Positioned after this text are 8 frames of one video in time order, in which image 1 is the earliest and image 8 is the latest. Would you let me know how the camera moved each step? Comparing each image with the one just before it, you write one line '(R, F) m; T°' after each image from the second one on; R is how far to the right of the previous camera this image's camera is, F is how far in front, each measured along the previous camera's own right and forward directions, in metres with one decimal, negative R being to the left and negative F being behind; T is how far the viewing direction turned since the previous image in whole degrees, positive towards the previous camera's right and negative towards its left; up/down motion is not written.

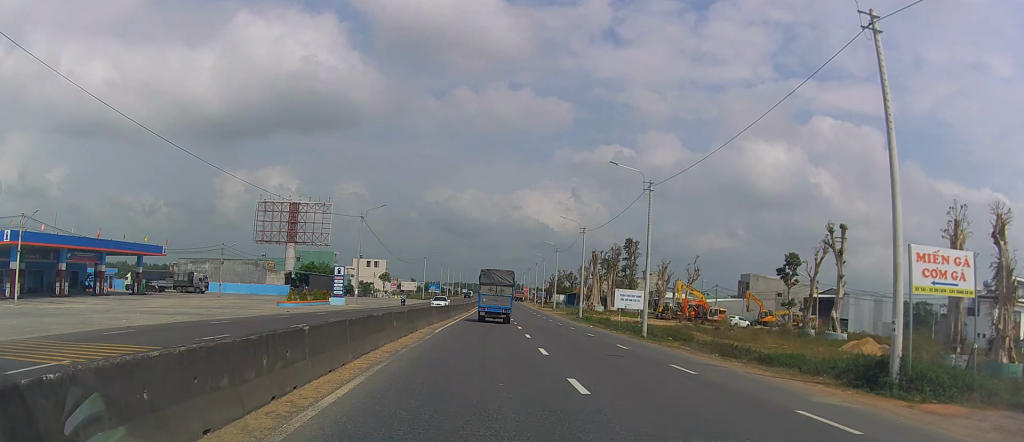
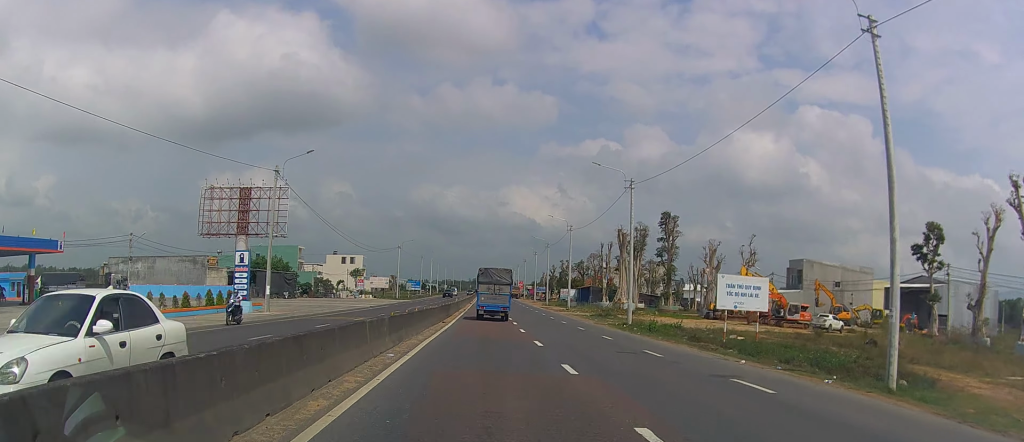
(0.0, +28.3) m; 0°
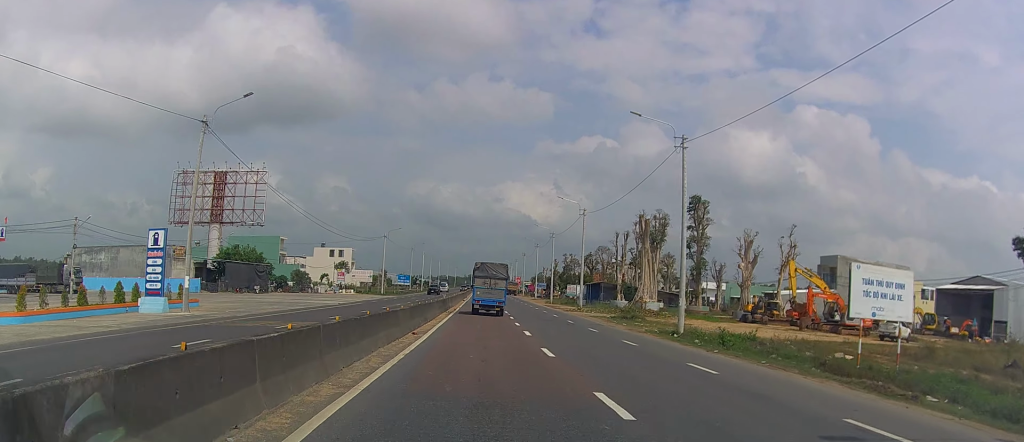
(+0.1, +12.9) m; +1°
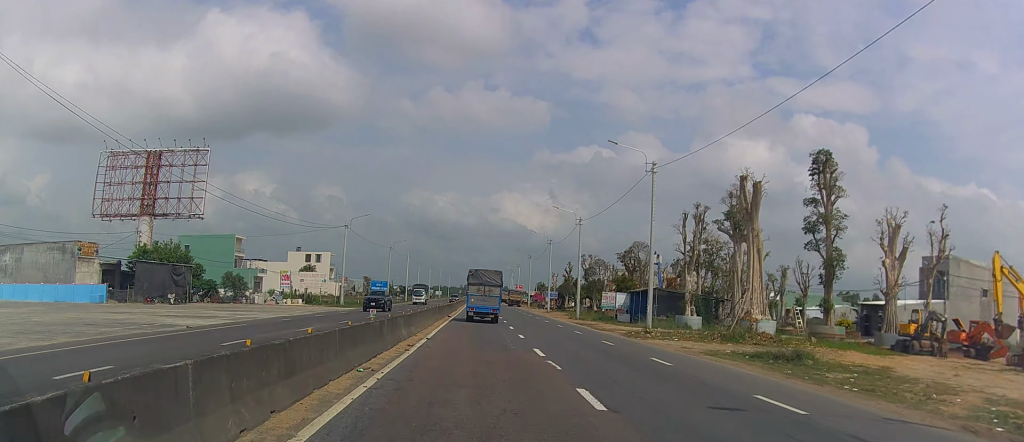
(-0.3, +28.4) m; -1°
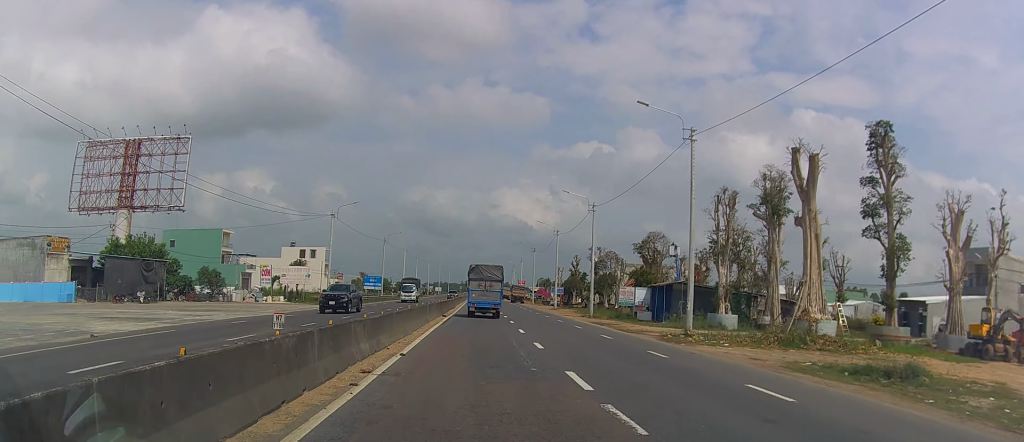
(-0.1, +7.5) m; +2°
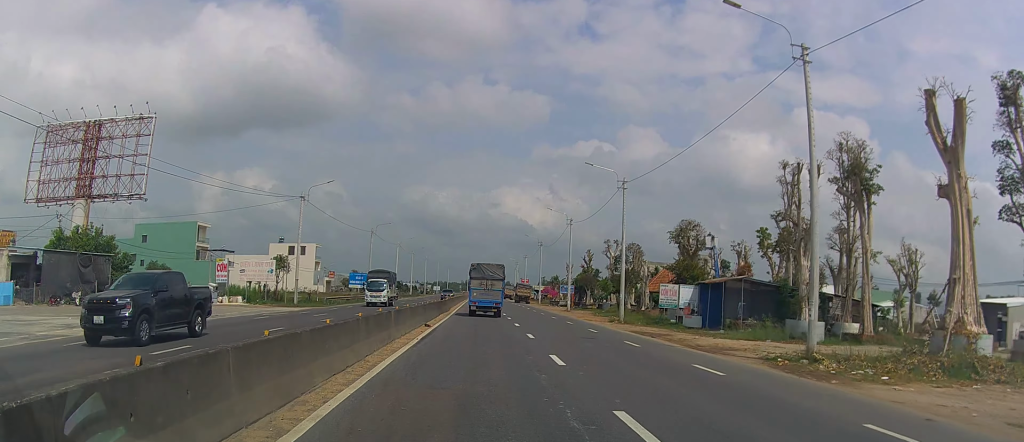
(+0.5, +12.6) m; 0°
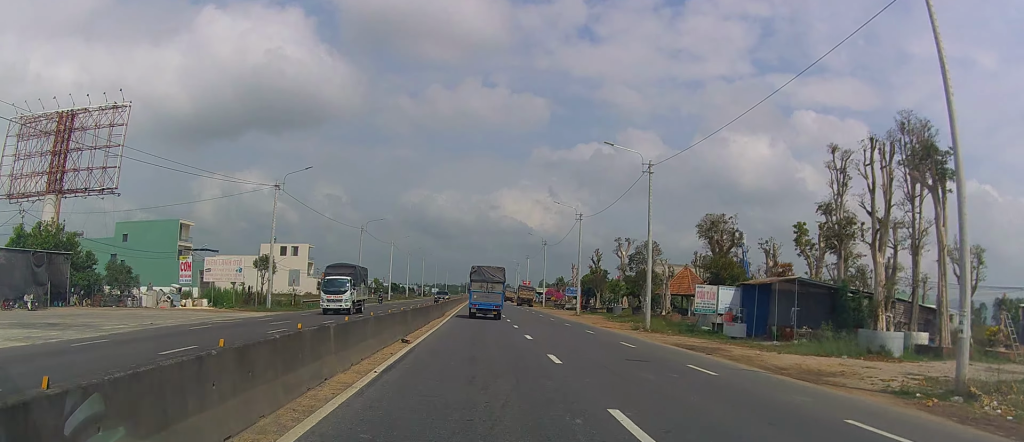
(+0.2, +7.6) m; 0°
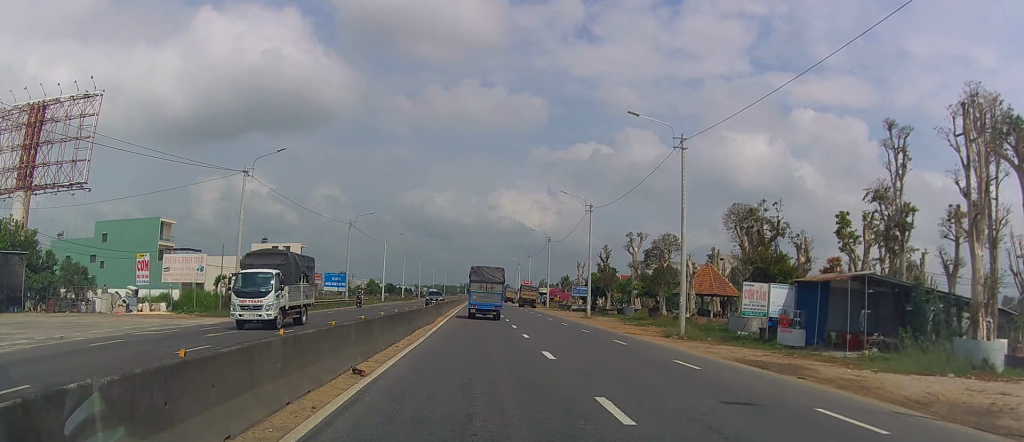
(-0.4, +7.2) m; -1°
